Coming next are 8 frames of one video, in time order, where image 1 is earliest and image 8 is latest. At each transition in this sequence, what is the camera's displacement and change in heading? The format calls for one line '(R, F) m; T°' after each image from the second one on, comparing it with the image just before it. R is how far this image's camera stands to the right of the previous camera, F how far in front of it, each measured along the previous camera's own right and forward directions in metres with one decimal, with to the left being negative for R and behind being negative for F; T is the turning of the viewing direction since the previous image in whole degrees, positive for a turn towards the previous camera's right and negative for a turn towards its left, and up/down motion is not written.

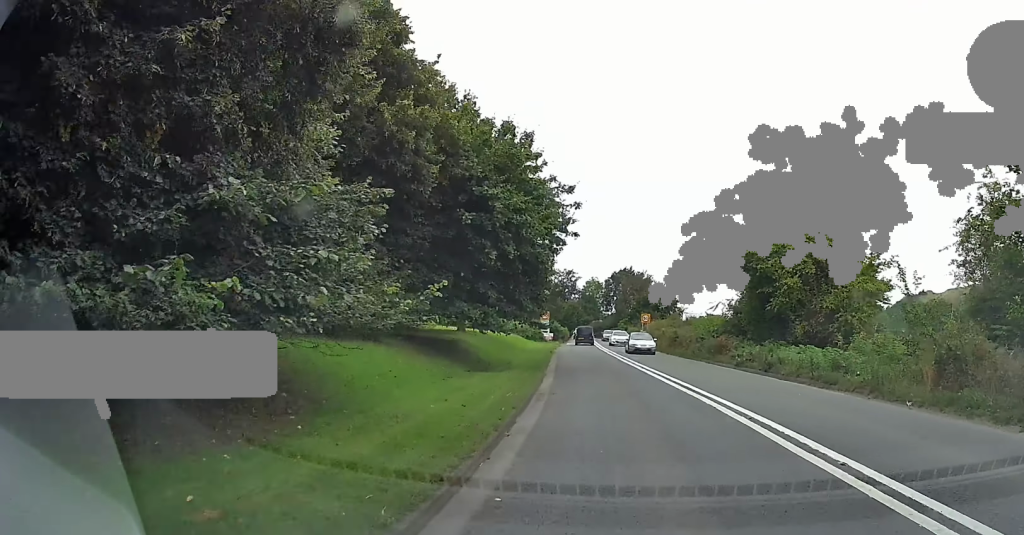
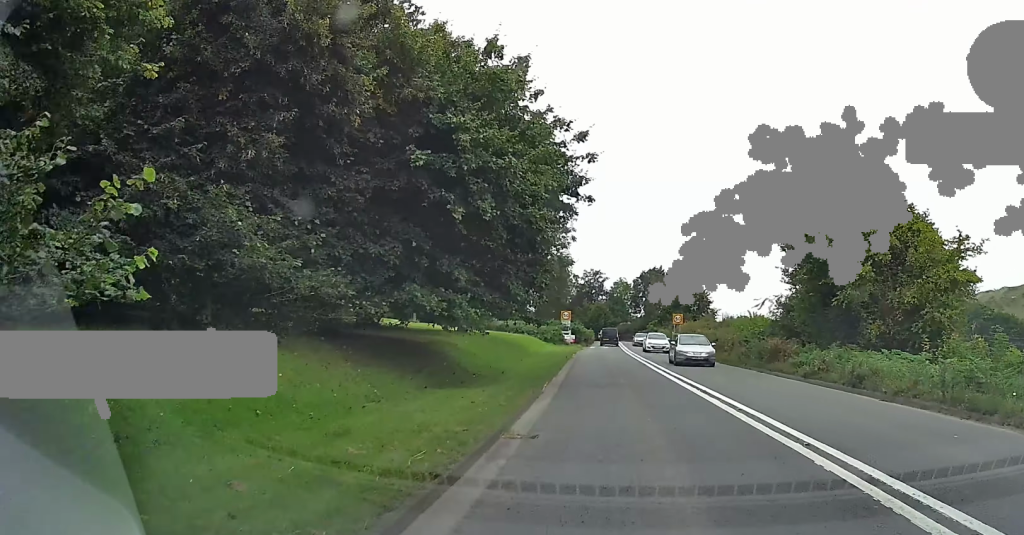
(-0.1, +6.8) m; -2°
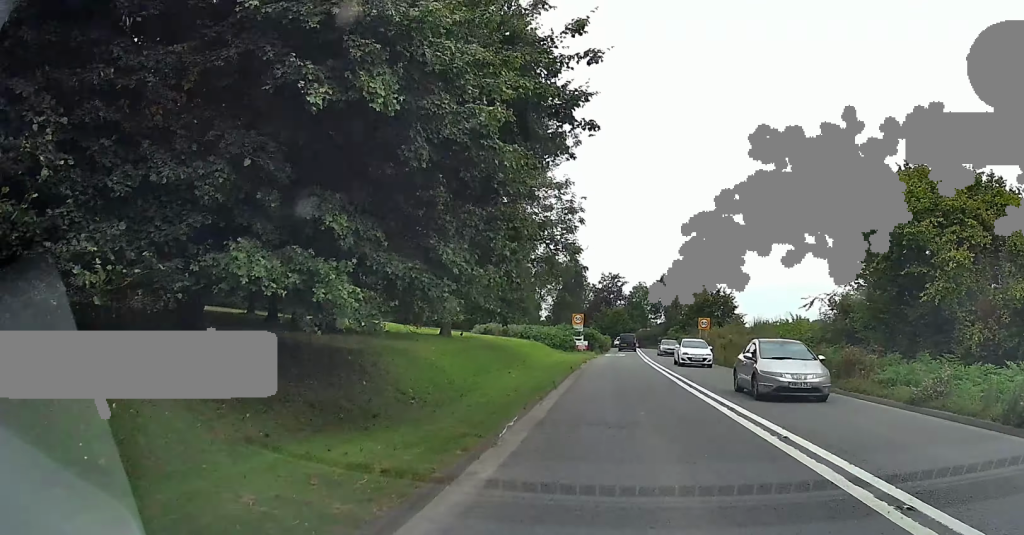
(-0.5, +6.7) m; -2°
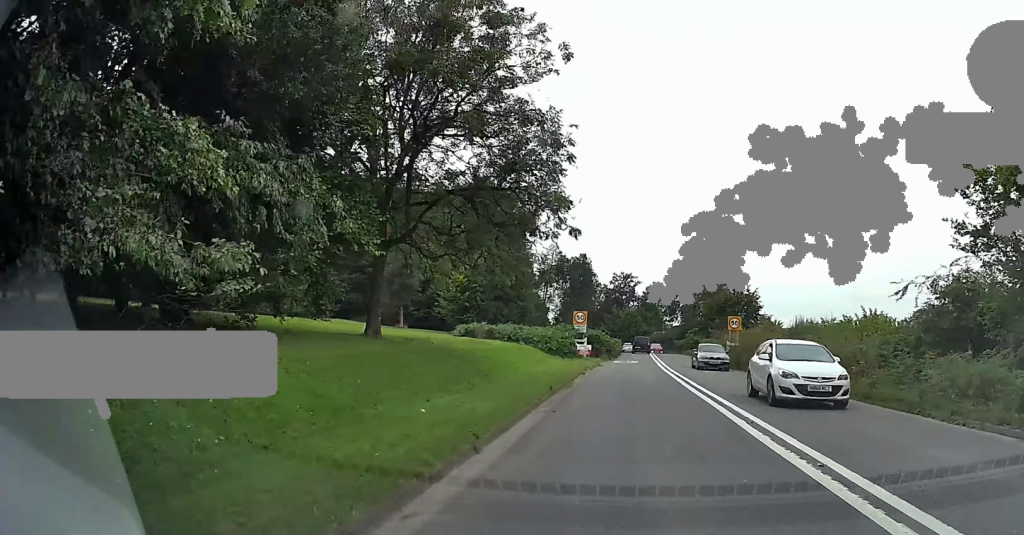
(-0.3, +9.5) m; -2°
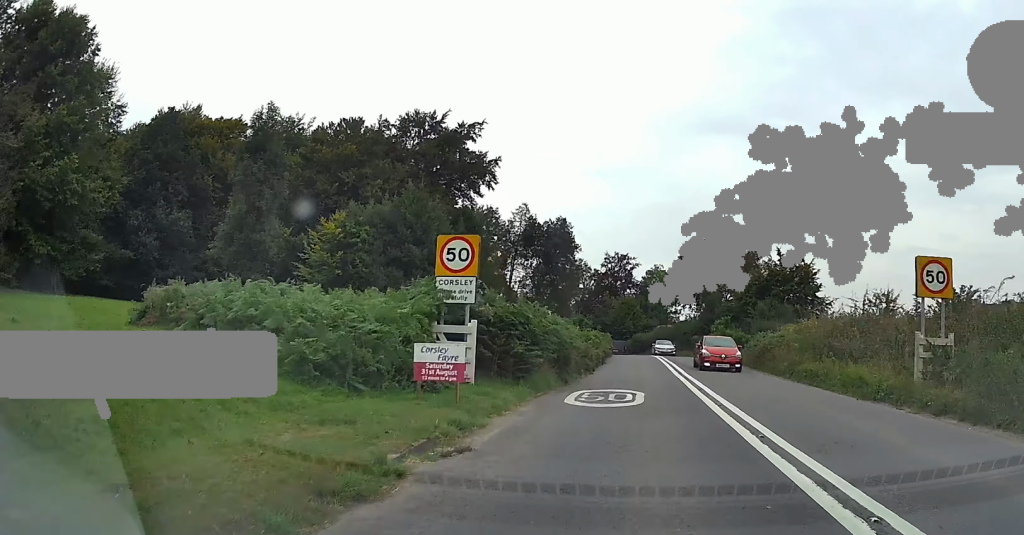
(0.0, +27.2) m; 0°
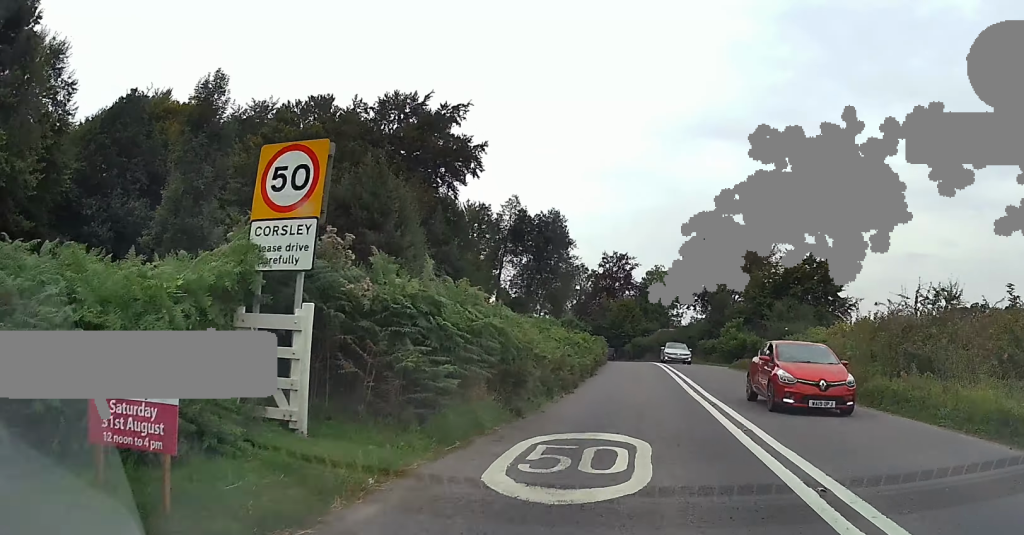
(0.0, +6.1) m; 0°
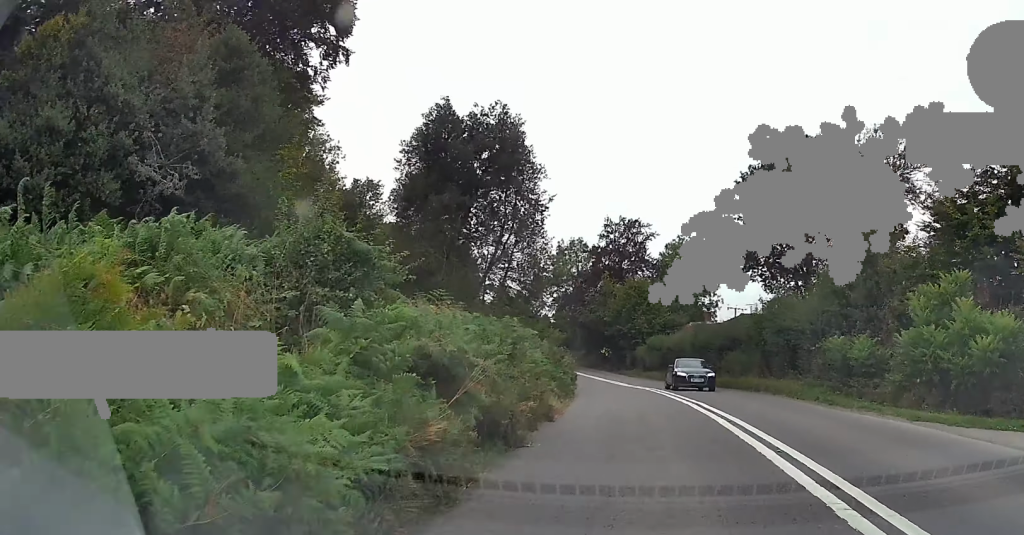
(0.0, +30.2) m; 0°
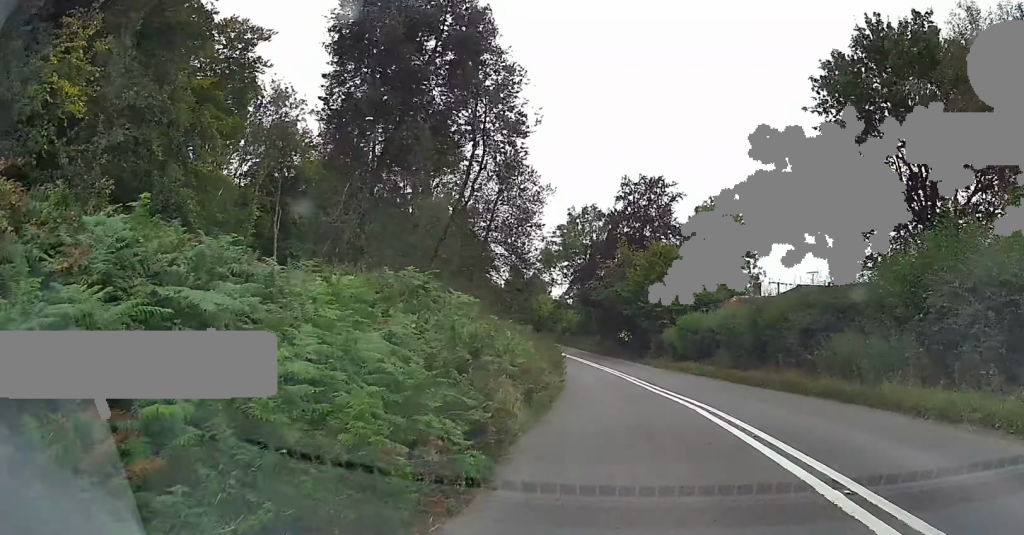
(0.0, +13.4) m; -3°
